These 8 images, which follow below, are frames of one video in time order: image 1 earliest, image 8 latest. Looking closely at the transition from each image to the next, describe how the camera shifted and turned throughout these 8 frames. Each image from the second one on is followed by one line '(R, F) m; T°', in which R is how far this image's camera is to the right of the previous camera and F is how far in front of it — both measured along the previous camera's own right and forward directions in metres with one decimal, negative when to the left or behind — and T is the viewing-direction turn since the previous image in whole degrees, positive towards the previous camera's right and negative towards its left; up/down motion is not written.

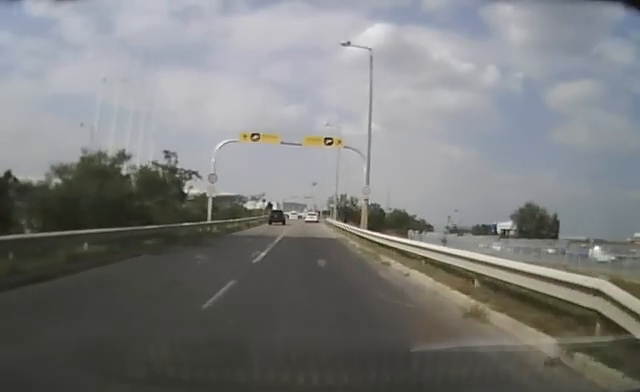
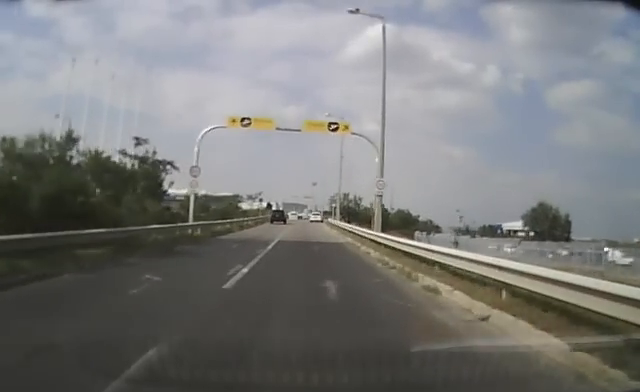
(0.0, +5.1) m; 0°
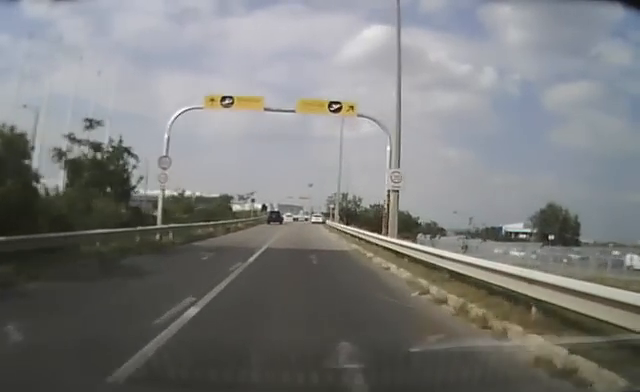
(+0.1, +5.1) m; +1°
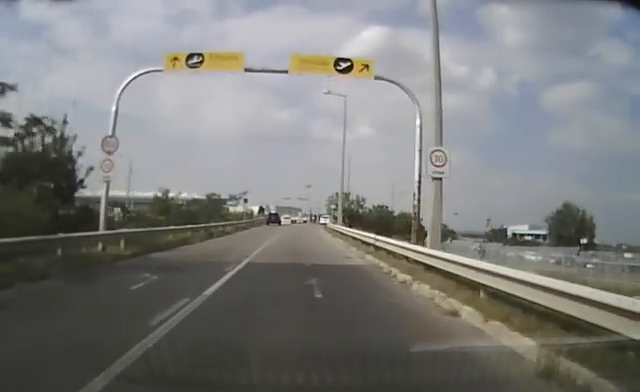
(-0.1, +6.4) m; +1°
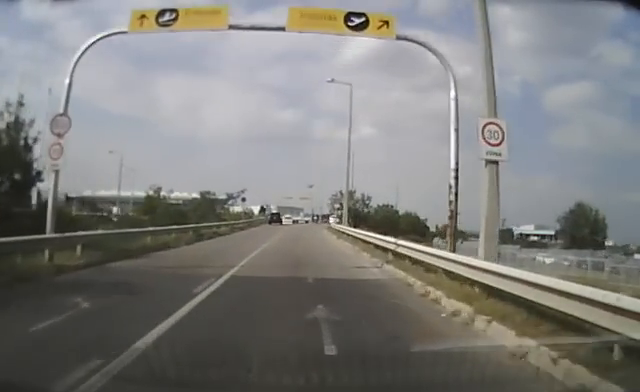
(0.0, +3.8) m; +1°
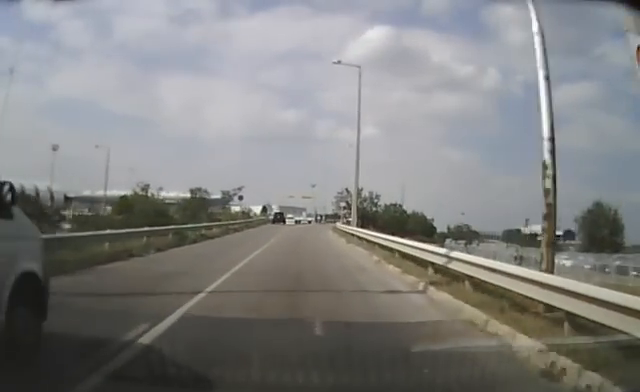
(+0.1, +4.9) m; +1°
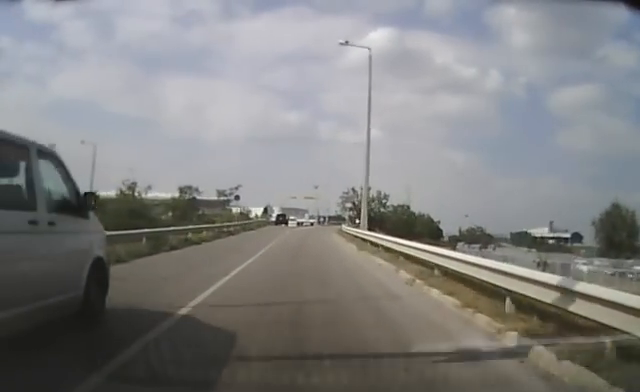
(+0.1, +4.3) m; +1°
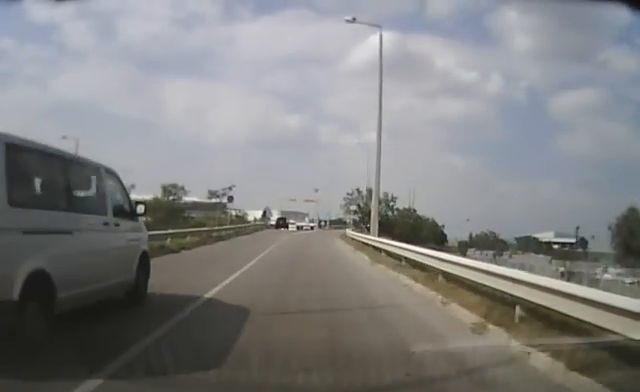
(0.0, +4.9) m; +1°
